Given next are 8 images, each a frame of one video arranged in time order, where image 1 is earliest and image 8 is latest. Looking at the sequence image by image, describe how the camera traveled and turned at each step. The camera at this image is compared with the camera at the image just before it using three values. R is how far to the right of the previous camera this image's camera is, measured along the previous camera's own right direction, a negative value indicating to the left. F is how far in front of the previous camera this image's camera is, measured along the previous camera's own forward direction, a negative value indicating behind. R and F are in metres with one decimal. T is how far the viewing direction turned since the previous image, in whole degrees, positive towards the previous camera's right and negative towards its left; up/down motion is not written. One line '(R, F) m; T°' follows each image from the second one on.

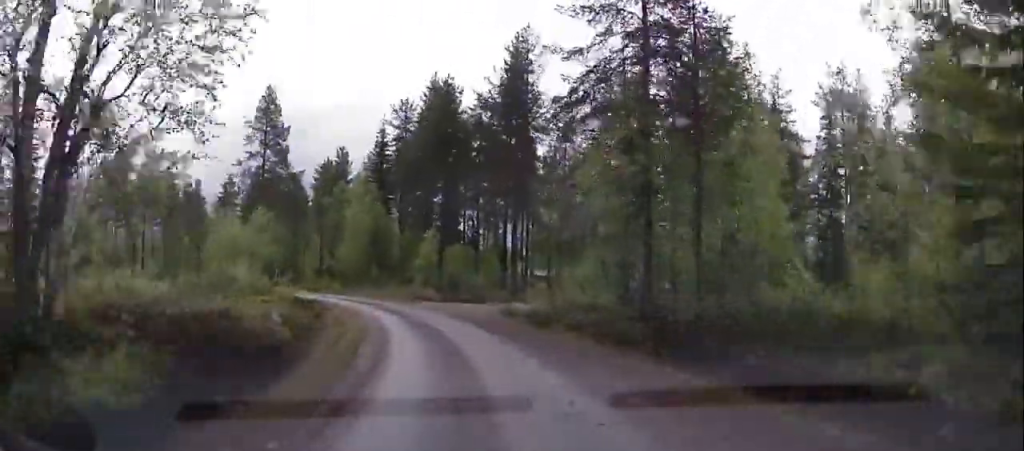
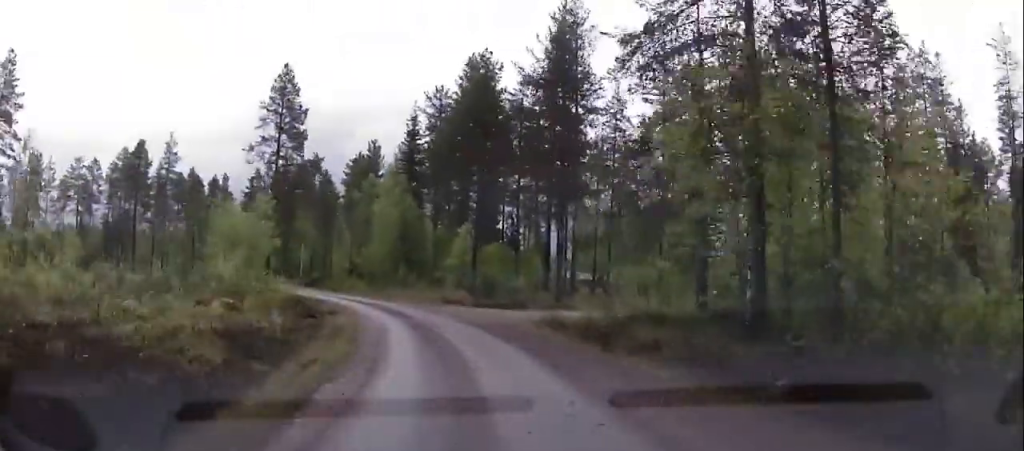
(+0.1, +5.4) m; -4°
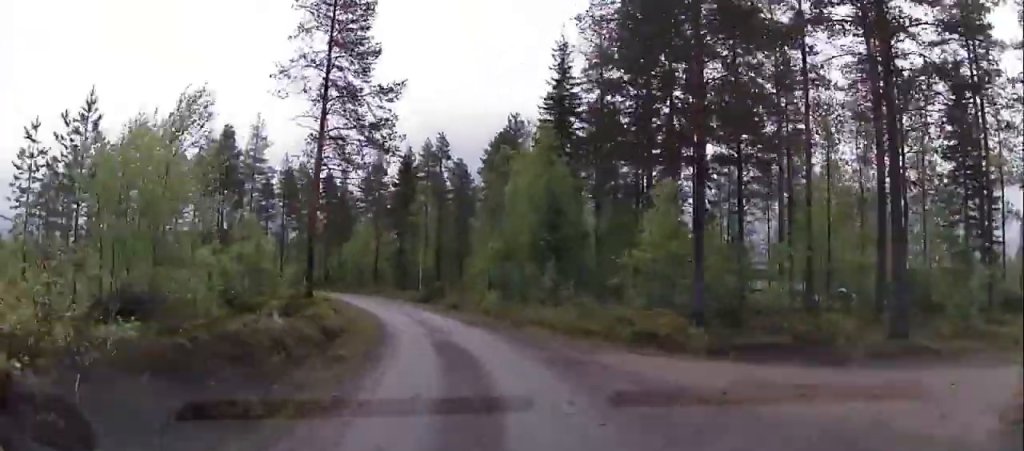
(-2.7, +19.2) m; -10°
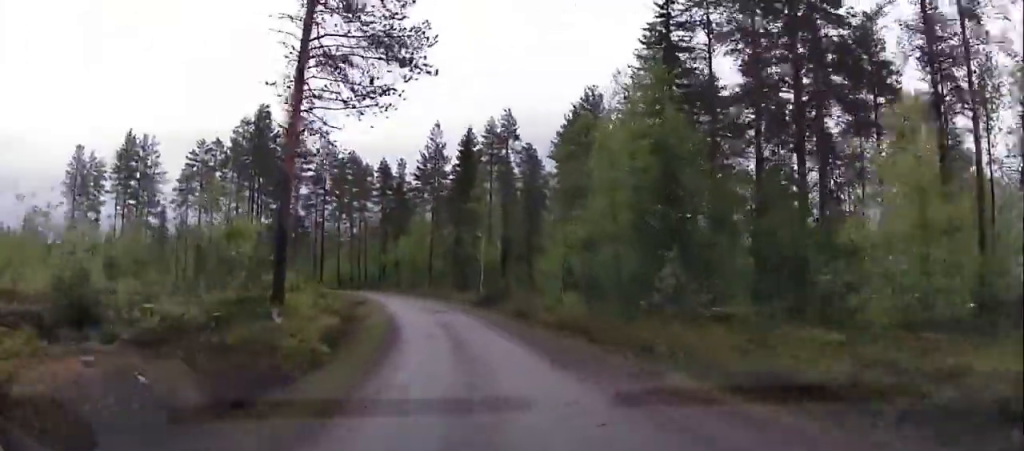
(-0.2, +10.4) m; -4°
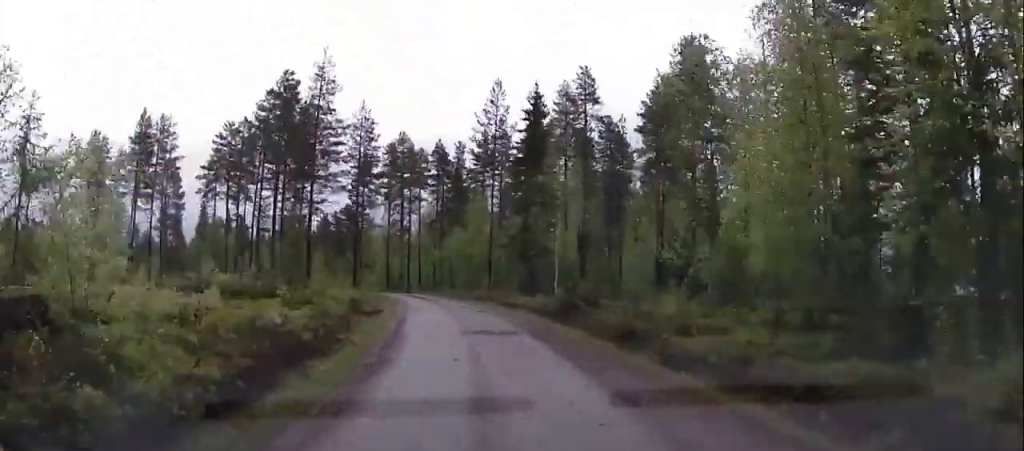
(-0.8, +12.7) m; -7°
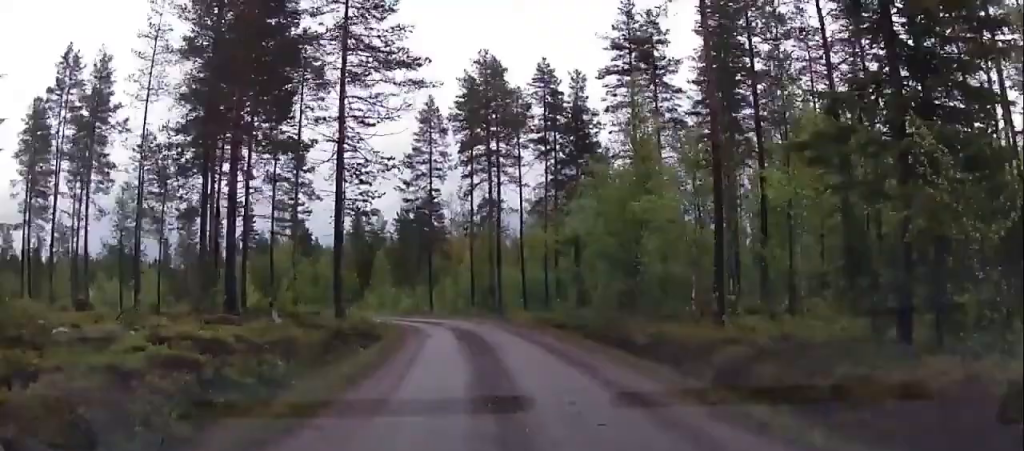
(-2.6, +31.4) m; -9°
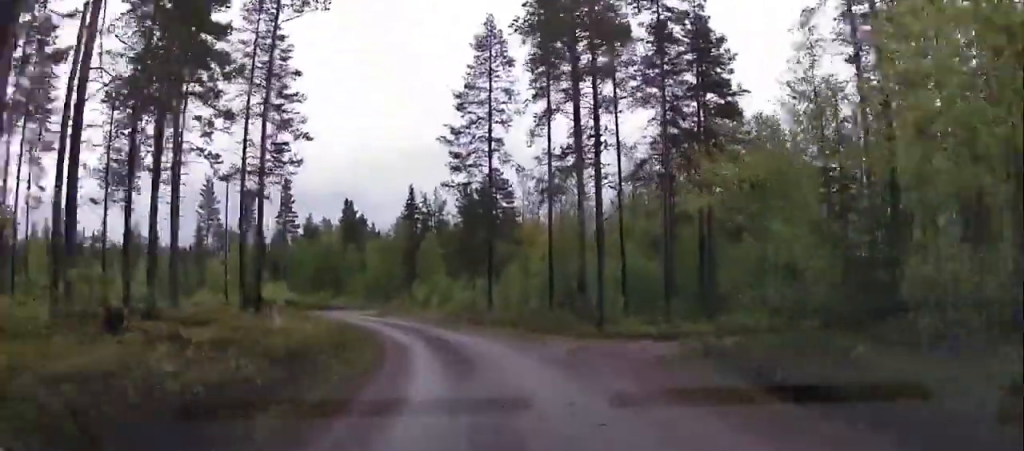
(-0.9, +17.1) m; -8°
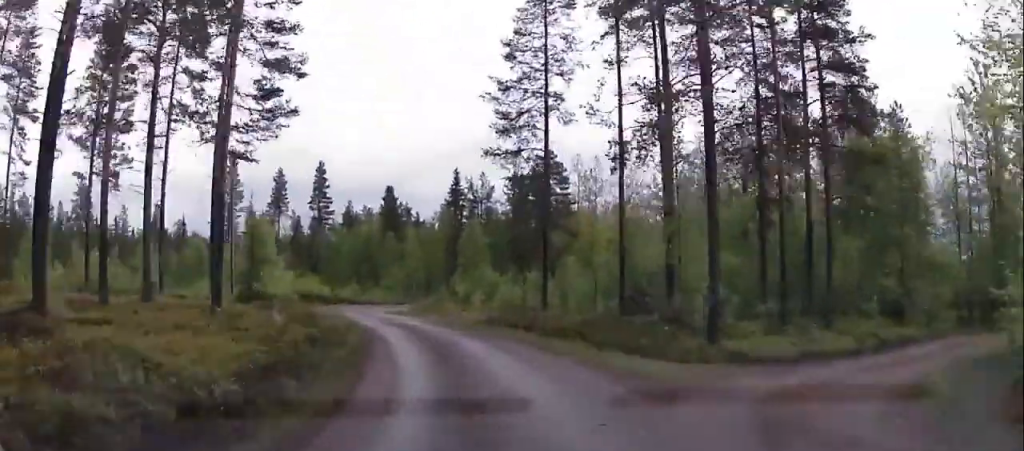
(-0.5, +8.3) m; -3°
